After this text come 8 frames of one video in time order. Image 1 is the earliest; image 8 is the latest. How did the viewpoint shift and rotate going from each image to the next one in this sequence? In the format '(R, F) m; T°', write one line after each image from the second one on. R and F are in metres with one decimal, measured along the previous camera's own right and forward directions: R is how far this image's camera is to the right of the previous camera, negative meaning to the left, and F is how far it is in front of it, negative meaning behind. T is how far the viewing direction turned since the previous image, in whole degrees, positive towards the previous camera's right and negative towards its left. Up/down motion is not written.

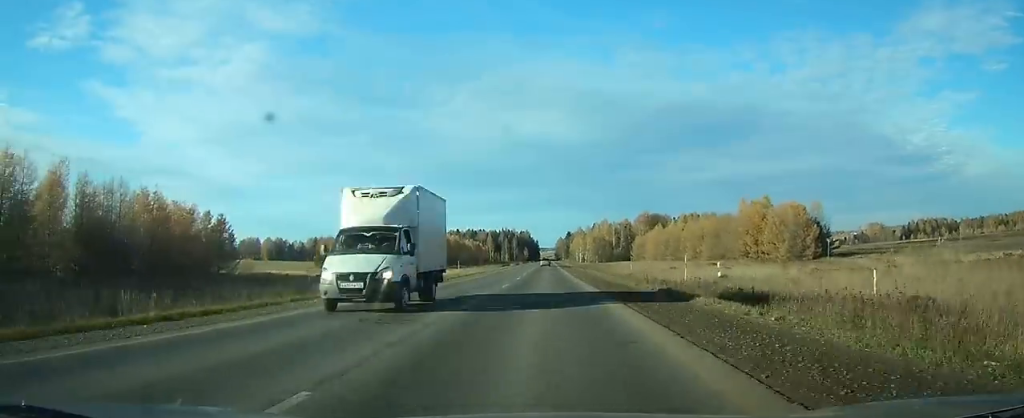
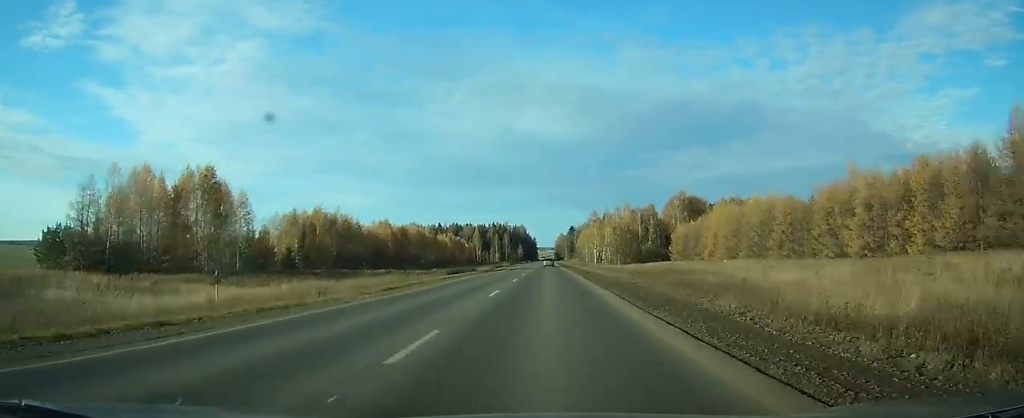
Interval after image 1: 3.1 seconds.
(-0.3, +80.0) m; 0°
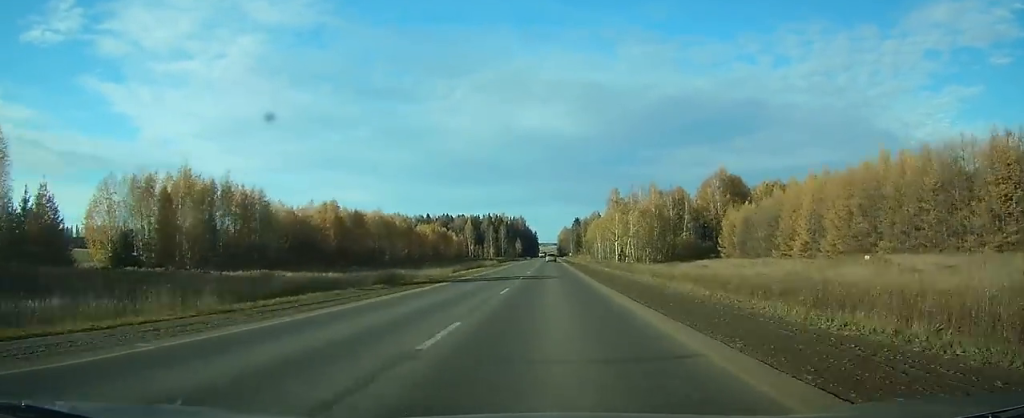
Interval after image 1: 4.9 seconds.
(0.0, +47.7) m; 0°
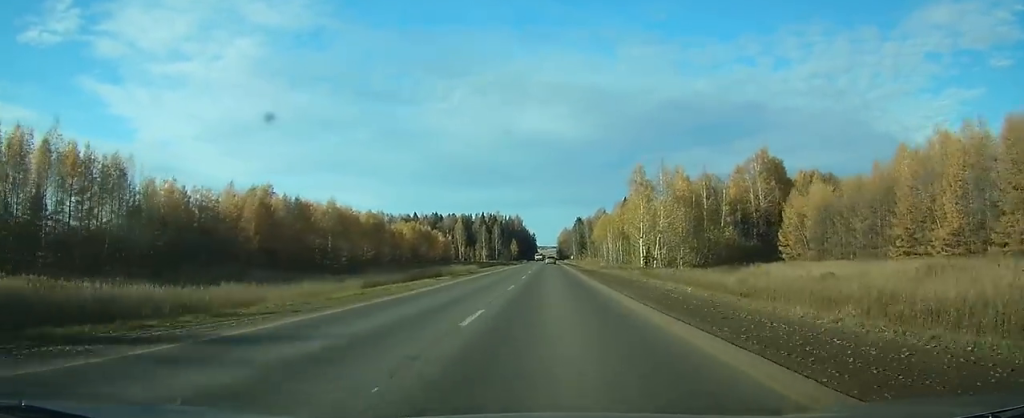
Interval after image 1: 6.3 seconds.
(0.0, +33.5) m; 0°
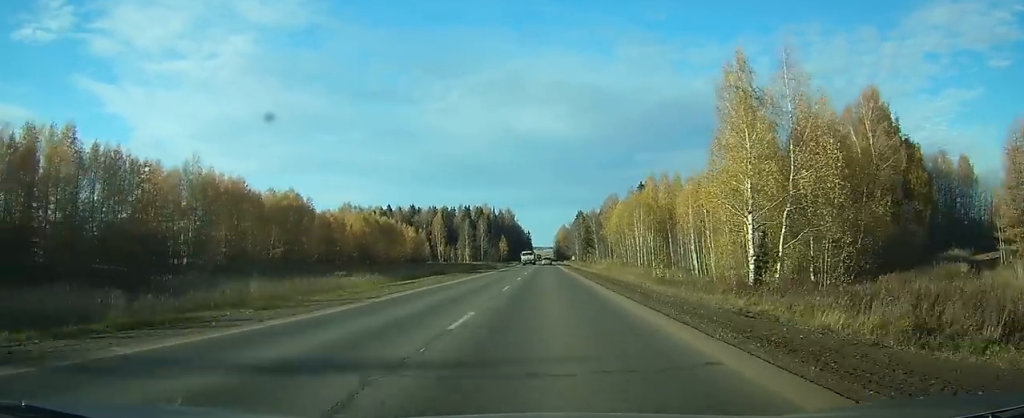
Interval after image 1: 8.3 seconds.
(0.0, +49.5) m; 0°
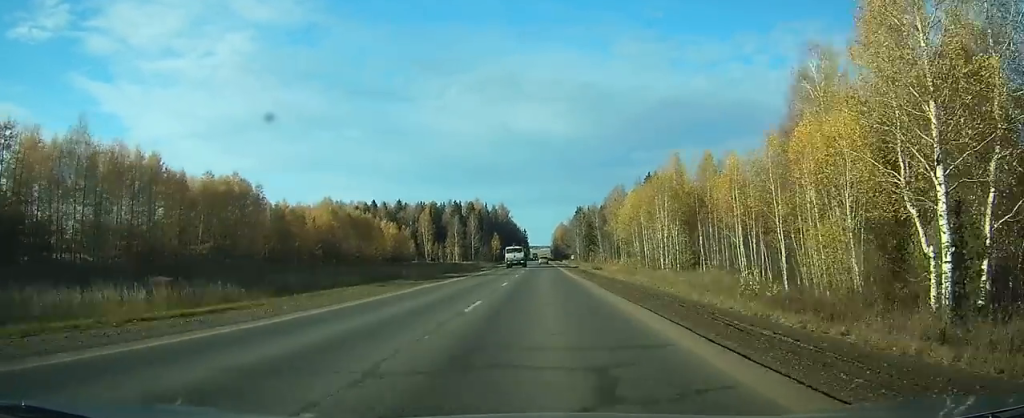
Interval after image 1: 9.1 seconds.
(0.0, +21.2) m; 0°
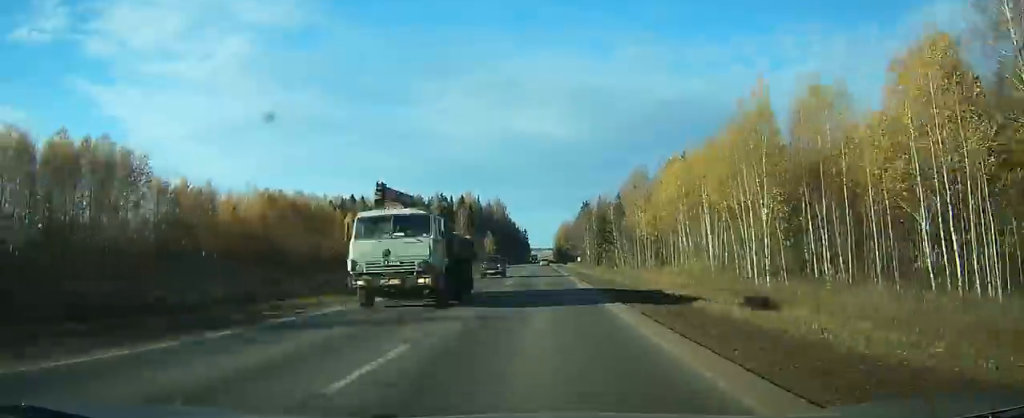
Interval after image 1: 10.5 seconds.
(+0.2, +32.4) m; 0°
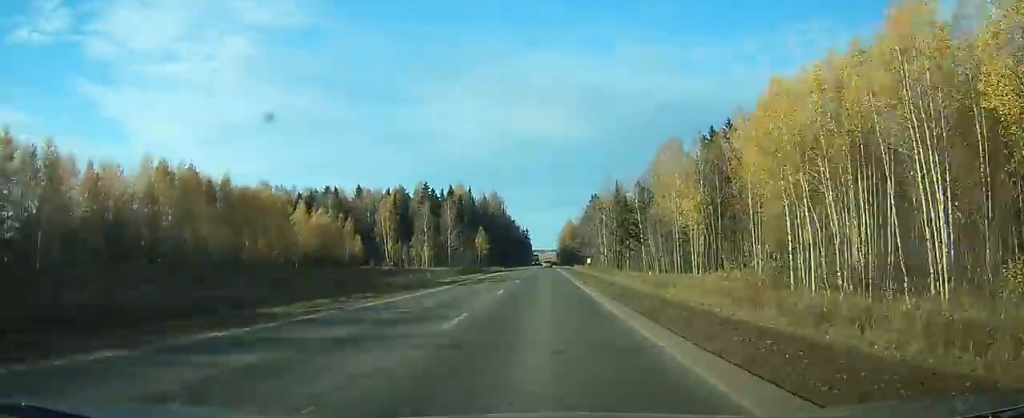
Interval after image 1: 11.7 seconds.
(-0.1, +30.6) m; 0°
